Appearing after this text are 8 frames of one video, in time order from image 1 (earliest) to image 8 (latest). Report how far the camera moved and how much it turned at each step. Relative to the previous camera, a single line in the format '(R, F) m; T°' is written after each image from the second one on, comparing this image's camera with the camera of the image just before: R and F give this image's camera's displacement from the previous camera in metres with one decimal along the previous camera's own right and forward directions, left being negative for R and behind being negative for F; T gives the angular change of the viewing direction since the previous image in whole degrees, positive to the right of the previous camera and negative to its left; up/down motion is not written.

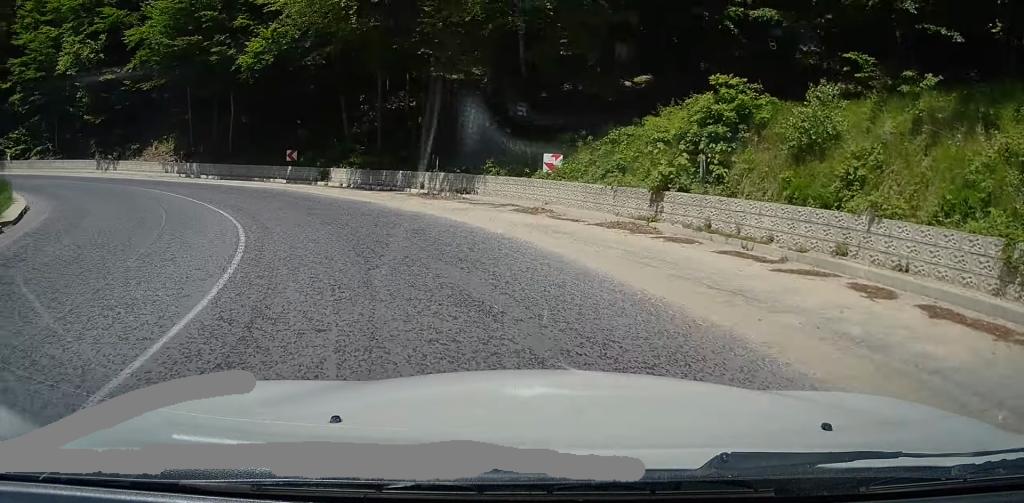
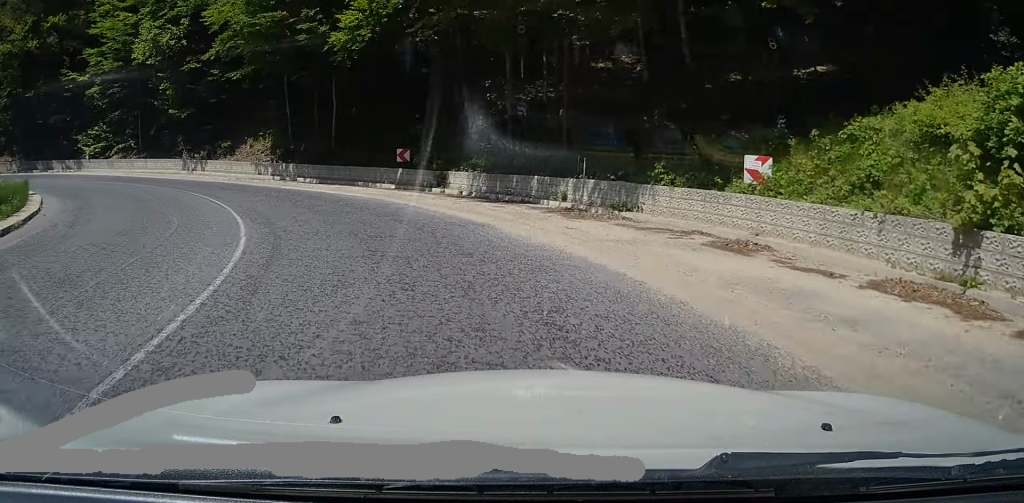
(0.0, +5.7) m; -2°
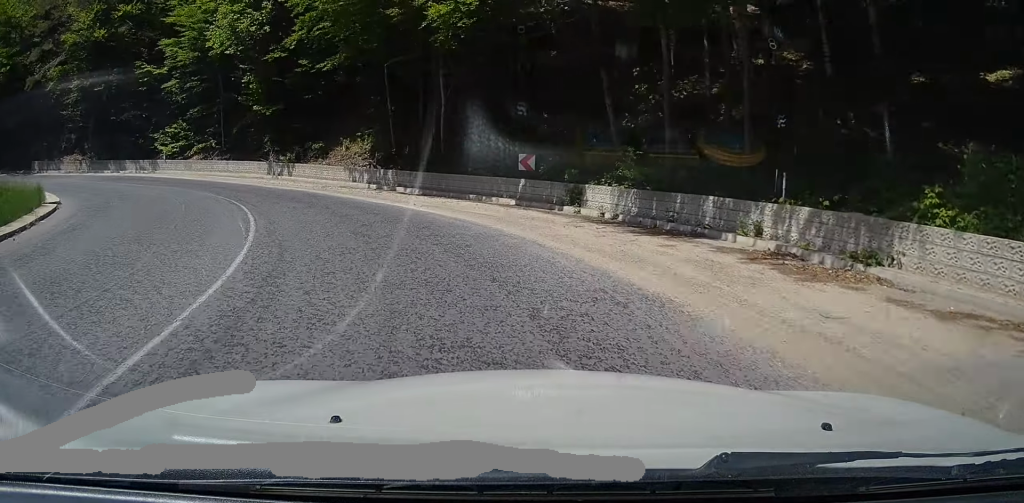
(+0.1, +5.3) m; -2°
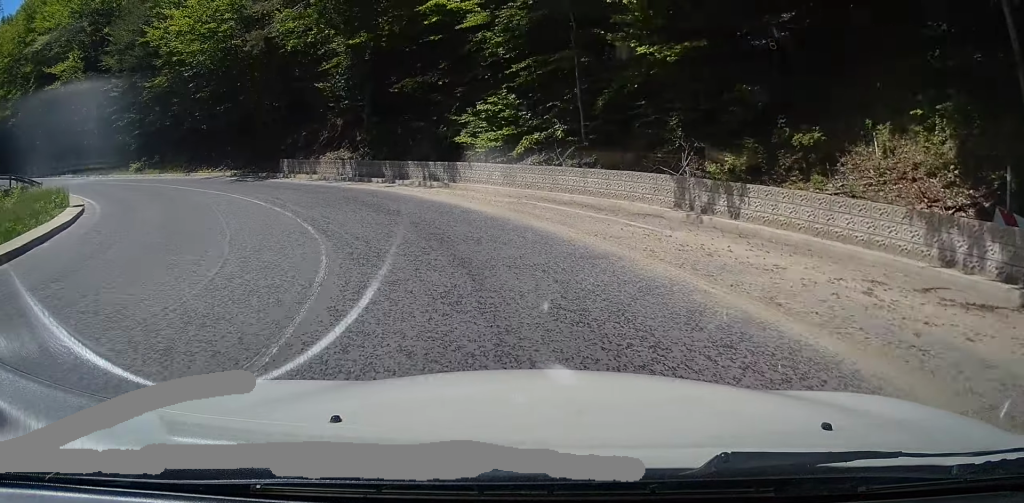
(-1.4, +16.2) m; -19°
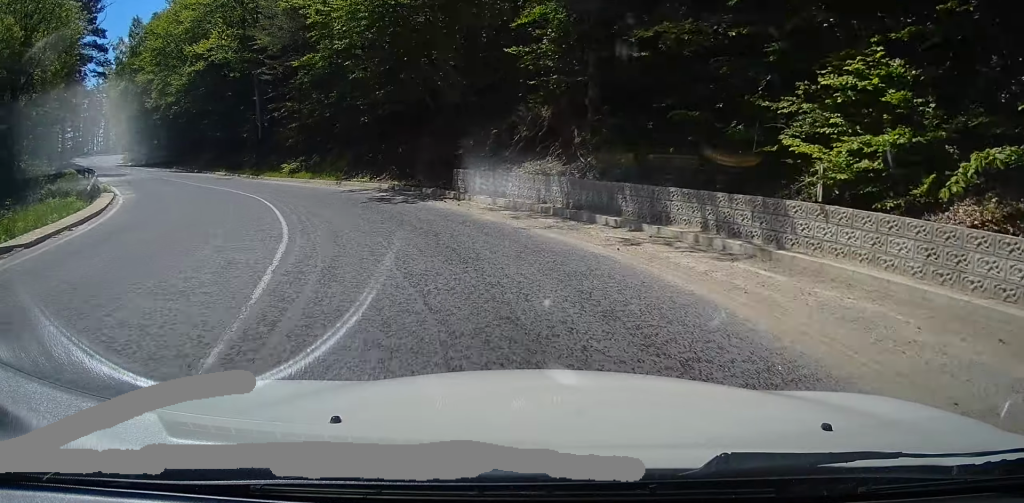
(-1.5, +5.7) m; -45°
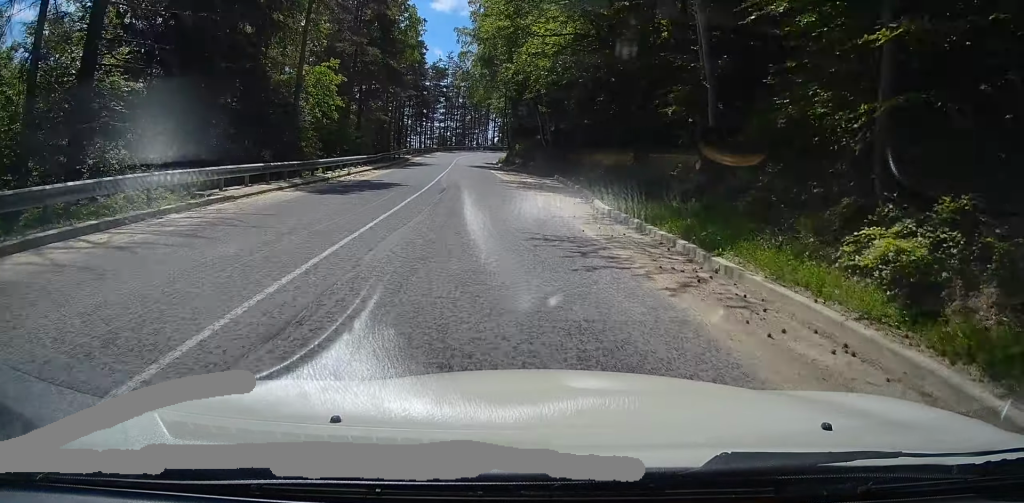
(-8.4, +8.4) m; -50°
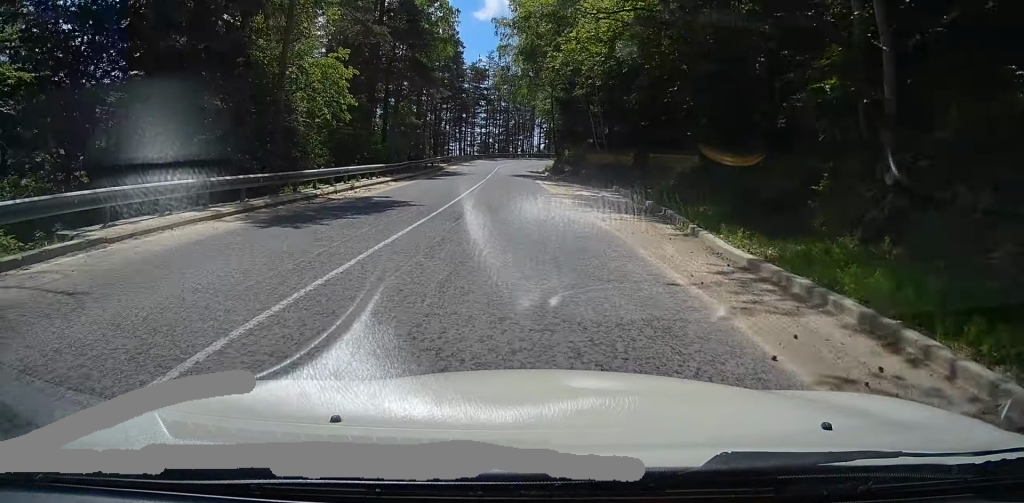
(0.0, +4.1) m; 0°
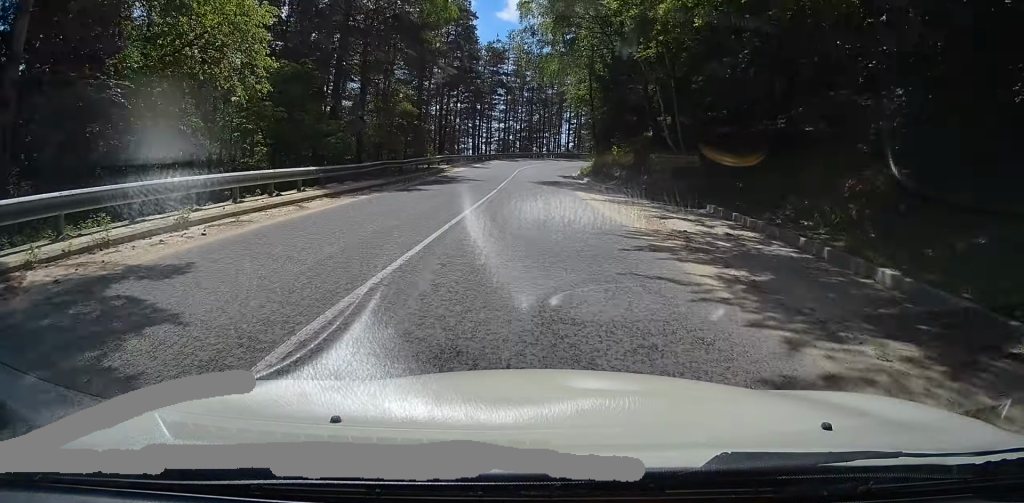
(0.0, +8.5) m; 0°
